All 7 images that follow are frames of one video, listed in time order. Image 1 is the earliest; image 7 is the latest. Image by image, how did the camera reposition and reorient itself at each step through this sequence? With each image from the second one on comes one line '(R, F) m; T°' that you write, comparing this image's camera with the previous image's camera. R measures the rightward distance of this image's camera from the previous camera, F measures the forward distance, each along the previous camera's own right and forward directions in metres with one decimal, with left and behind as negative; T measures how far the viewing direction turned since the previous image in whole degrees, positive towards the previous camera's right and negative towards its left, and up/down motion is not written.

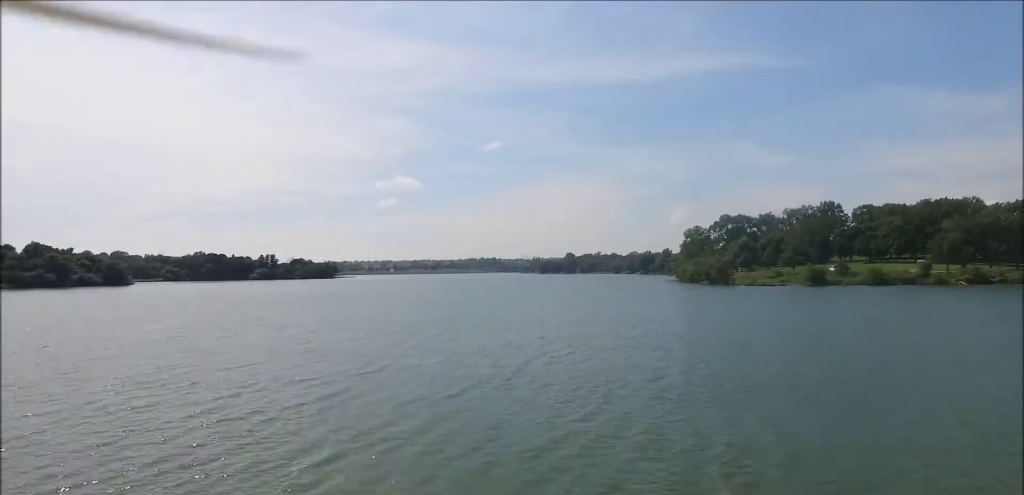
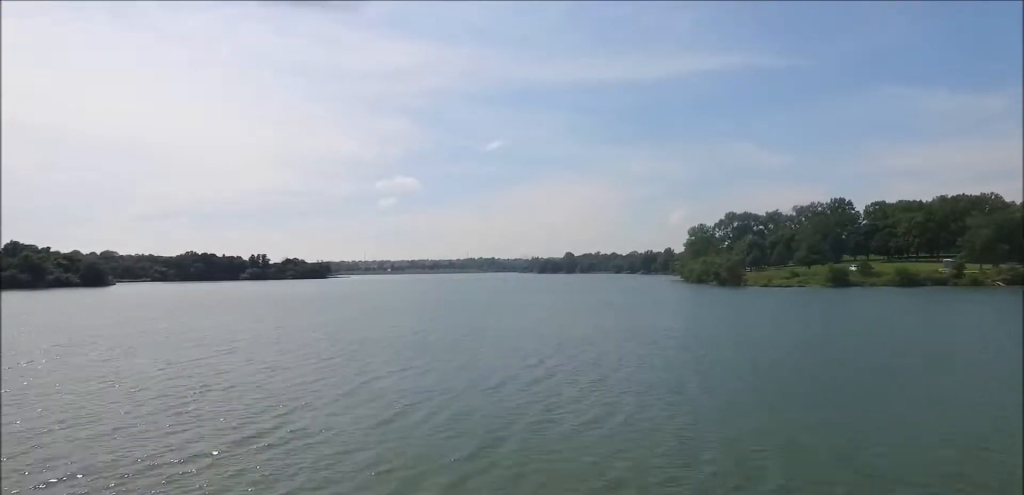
(-0.1, +12.2) m; -1°
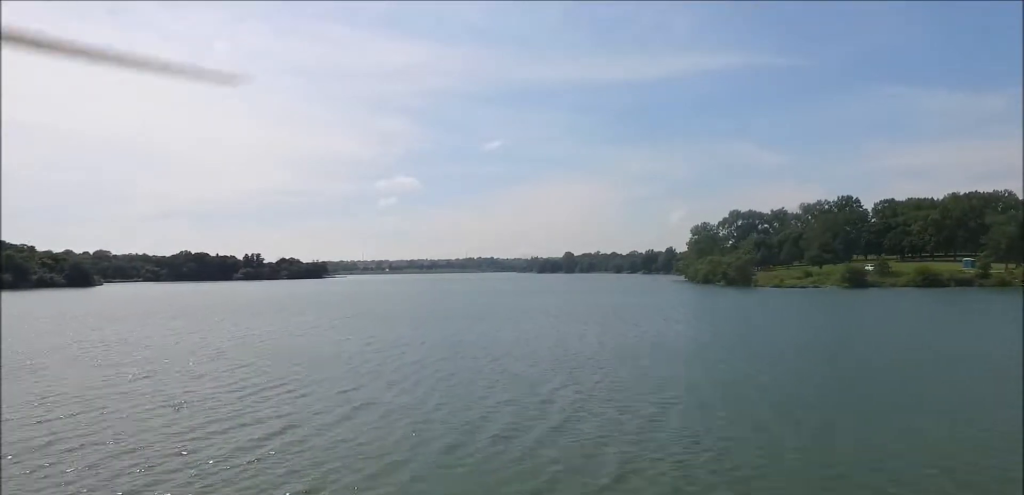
(-0.1, +8.0) m; 0°
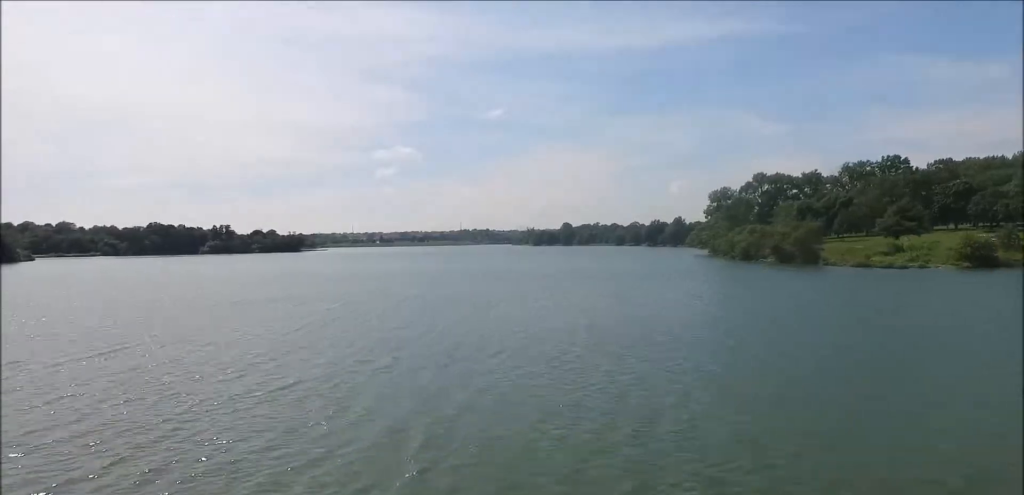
(+0.6, +36.7) m; +2°
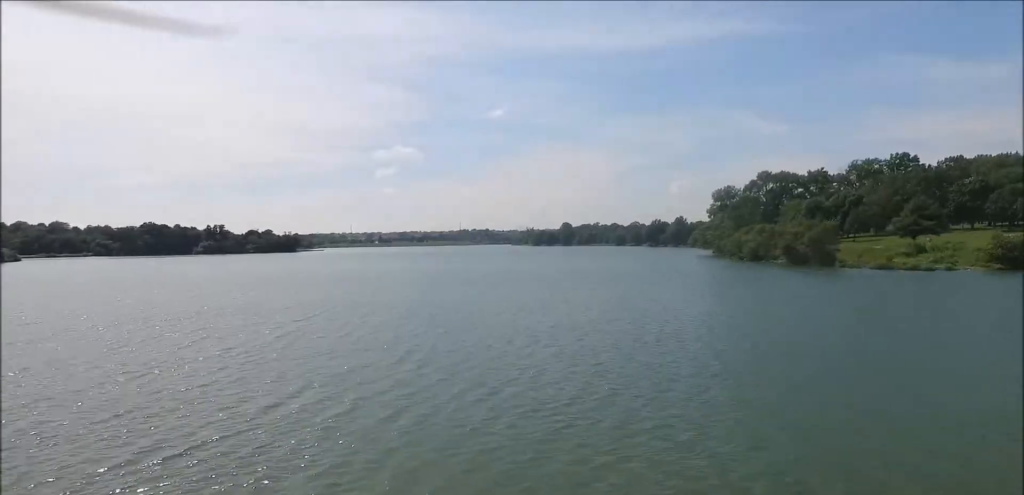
(0.0, +6.6) m; +1°
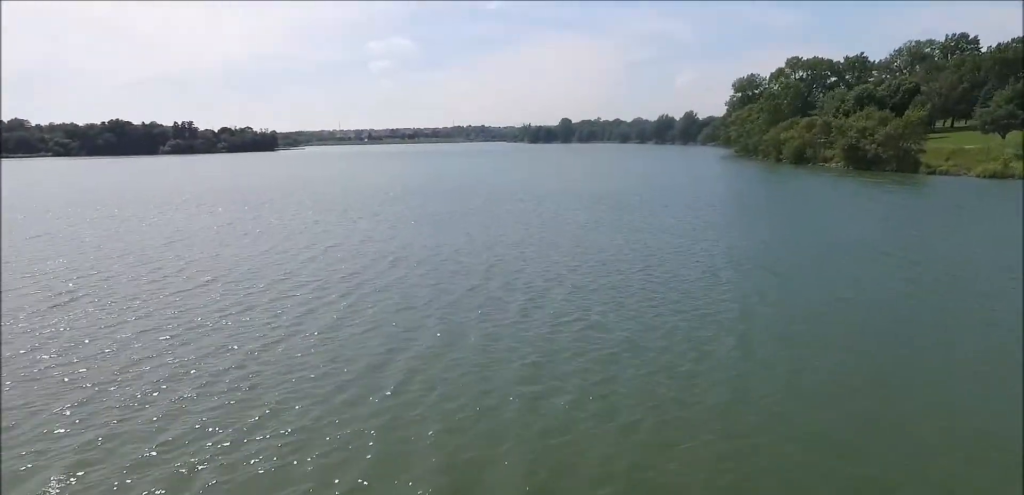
(+0.5, +22.1) m; +2°
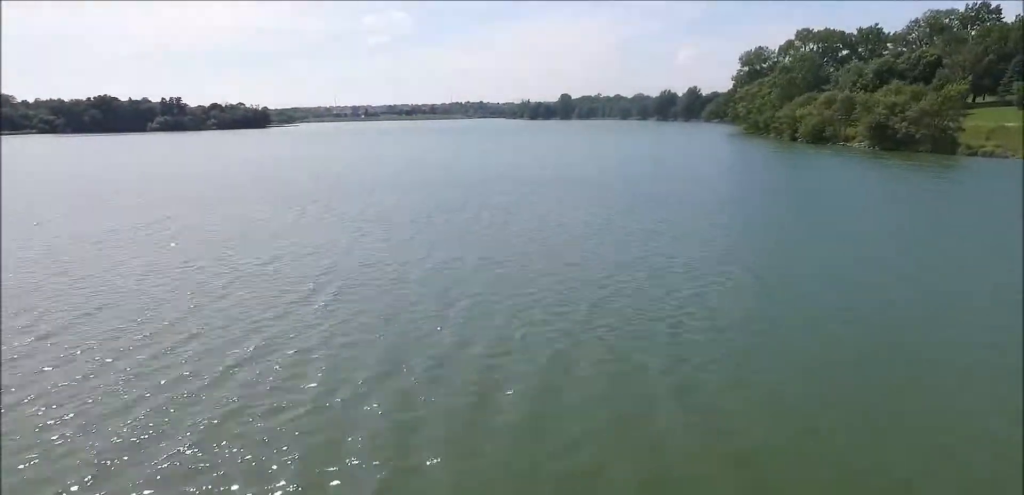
(+0.1, +7.3) m; 0°
